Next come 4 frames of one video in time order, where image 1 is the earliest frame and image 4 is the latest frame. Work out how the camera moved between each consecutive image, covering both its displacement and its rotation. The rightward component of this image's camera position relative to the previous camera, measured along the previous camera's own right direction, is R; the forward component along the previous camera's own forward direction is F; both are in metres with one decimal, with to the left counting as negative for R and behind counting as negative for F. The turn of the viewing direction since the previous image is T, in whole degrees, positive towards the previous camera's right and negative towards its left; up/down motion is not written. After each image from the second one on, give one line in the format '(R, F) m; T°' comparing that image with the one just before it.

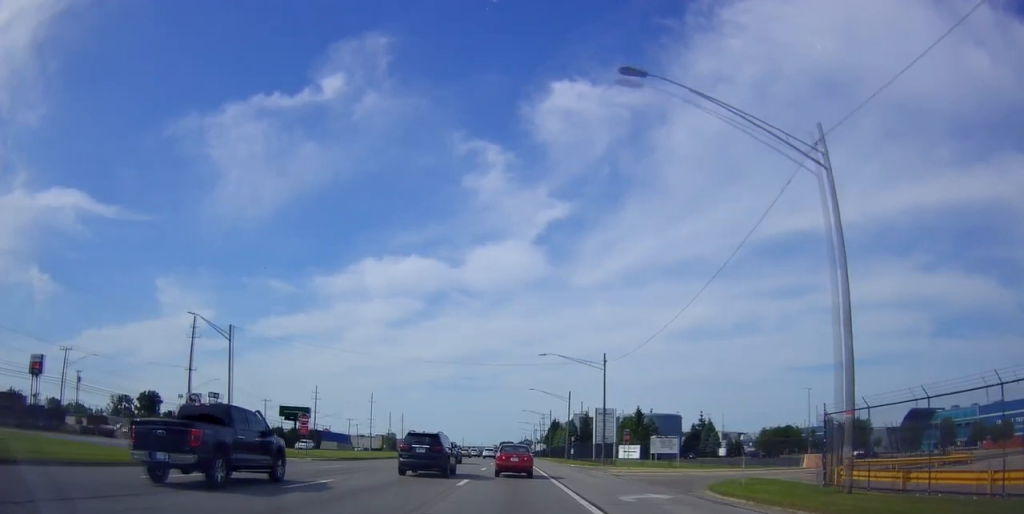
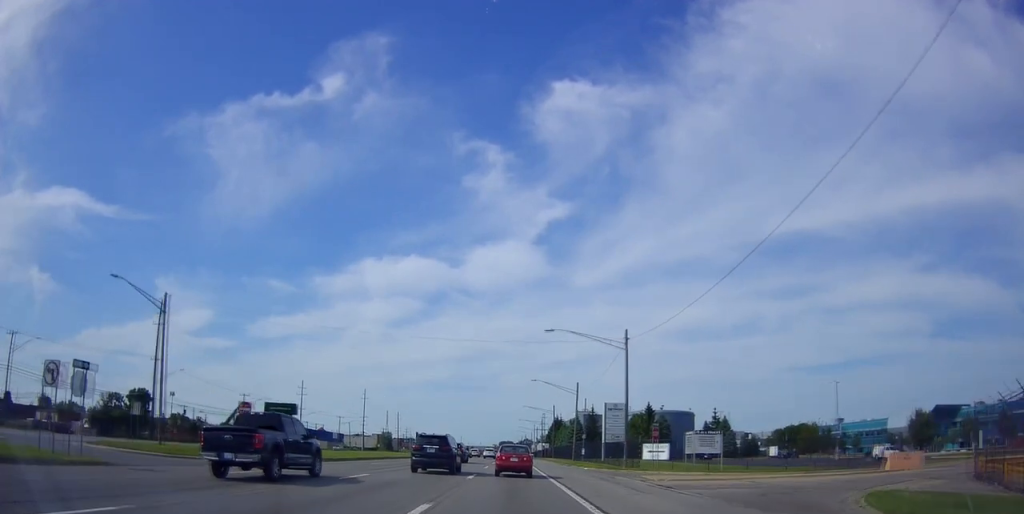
(0.0, +11.2) m; +1°
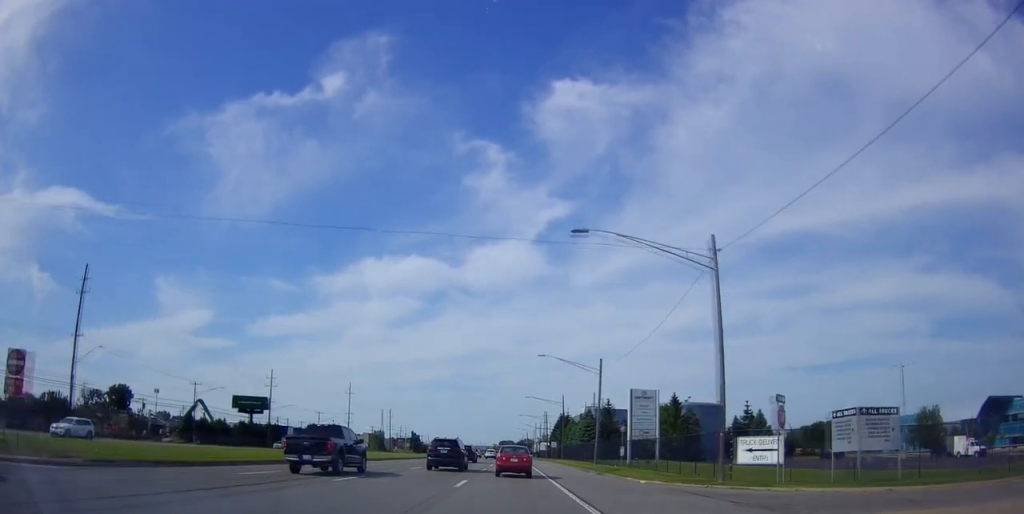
(+0.6, +20.6) m; +1°
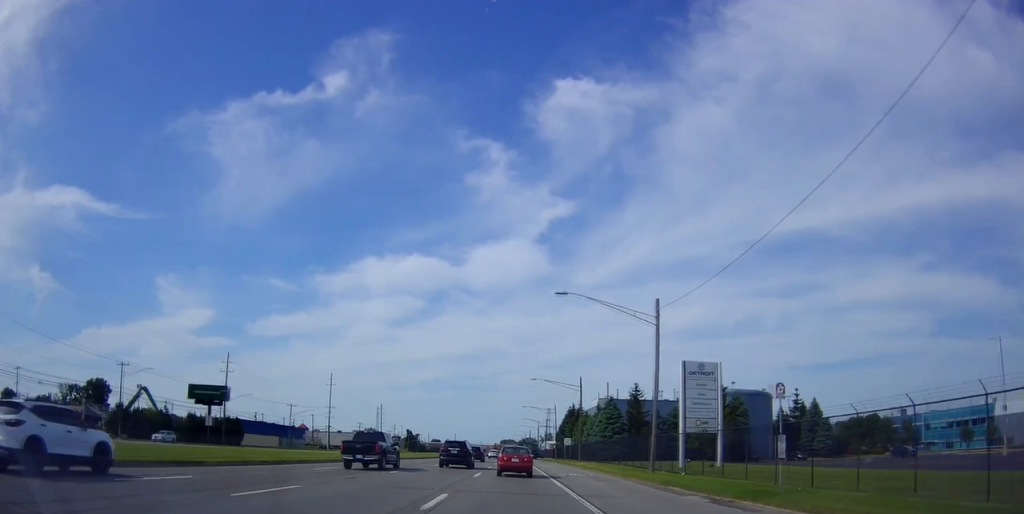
(-0.6, +22.3) m; -2°
